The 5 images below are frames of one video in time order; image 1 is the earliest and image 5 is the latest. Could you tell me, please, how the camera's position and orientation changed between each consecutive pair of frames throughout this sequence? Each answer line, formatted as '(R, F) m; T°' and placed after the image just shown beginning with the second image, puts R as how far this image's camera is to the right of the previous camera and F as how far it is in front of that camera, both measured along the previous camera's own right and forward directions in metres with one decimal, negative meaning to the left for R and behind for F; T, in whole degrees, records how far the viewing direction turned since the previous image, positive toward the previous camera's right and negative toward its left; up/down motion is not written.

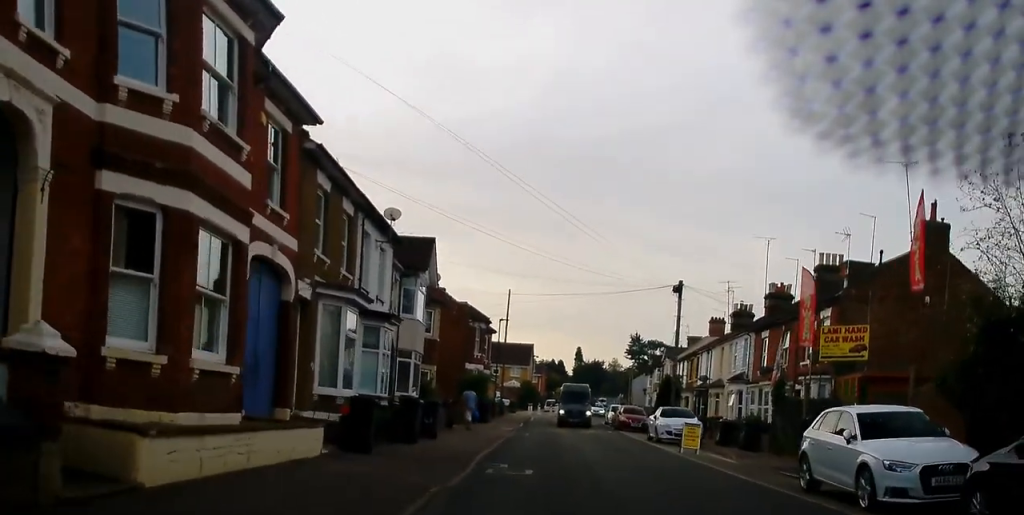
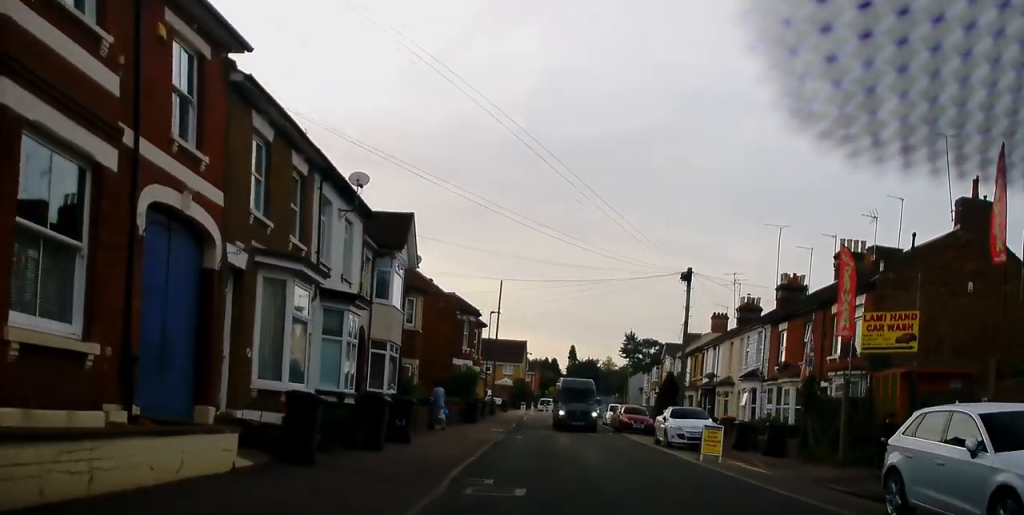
(+0.2, +3.5) m; 0°
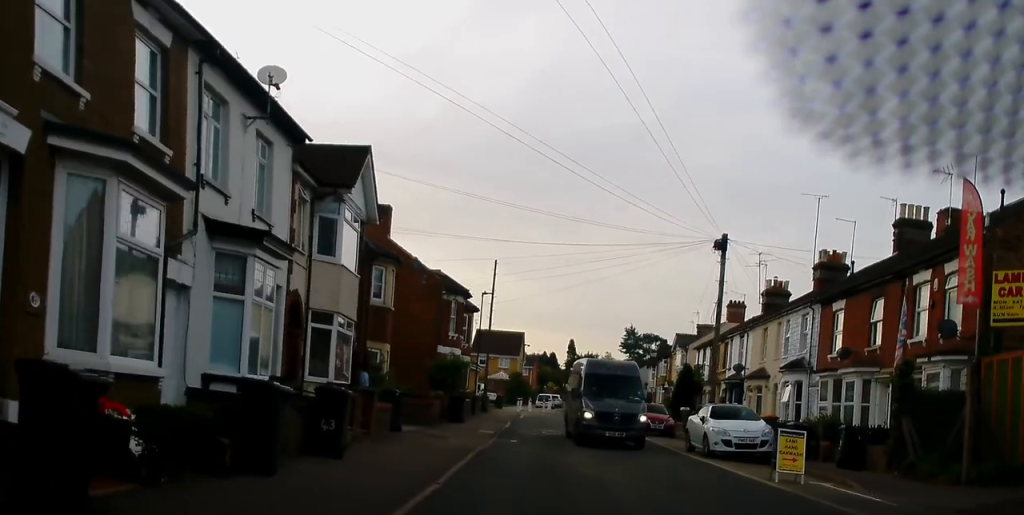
(-0.1, +6.3) m; -3°
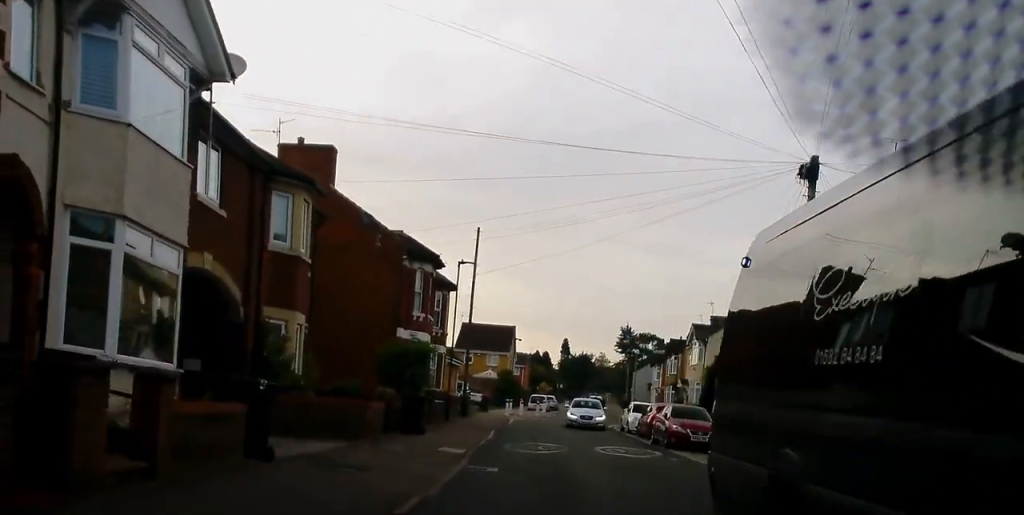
(+0.2, +9.5) m; +3°
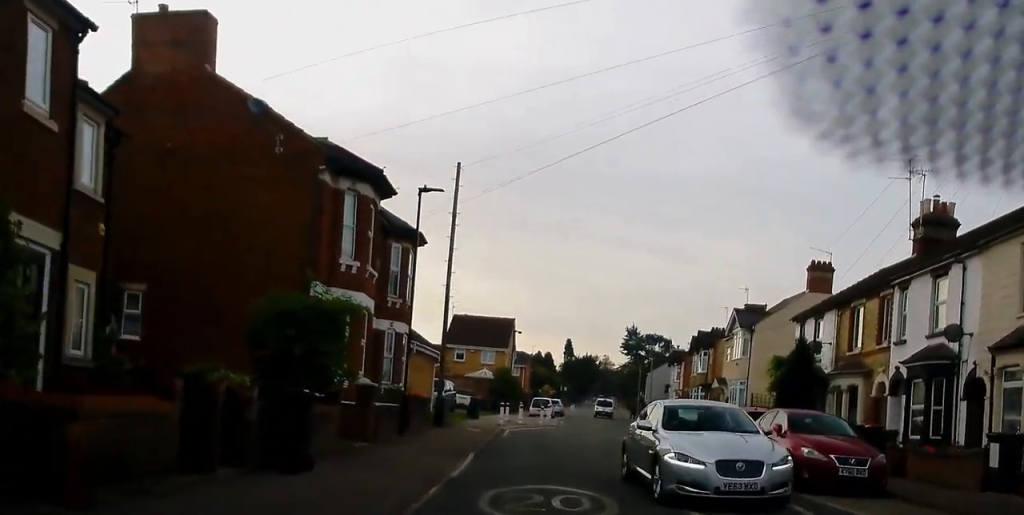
(-0.3, +11.2) m; -3°
